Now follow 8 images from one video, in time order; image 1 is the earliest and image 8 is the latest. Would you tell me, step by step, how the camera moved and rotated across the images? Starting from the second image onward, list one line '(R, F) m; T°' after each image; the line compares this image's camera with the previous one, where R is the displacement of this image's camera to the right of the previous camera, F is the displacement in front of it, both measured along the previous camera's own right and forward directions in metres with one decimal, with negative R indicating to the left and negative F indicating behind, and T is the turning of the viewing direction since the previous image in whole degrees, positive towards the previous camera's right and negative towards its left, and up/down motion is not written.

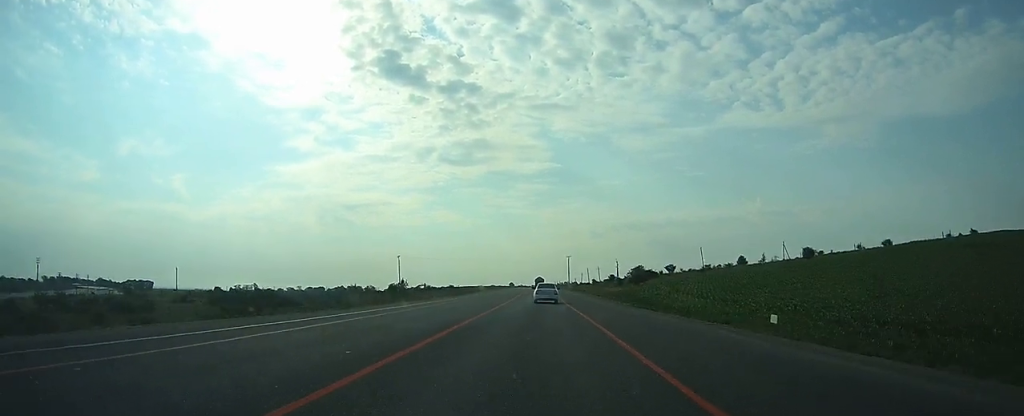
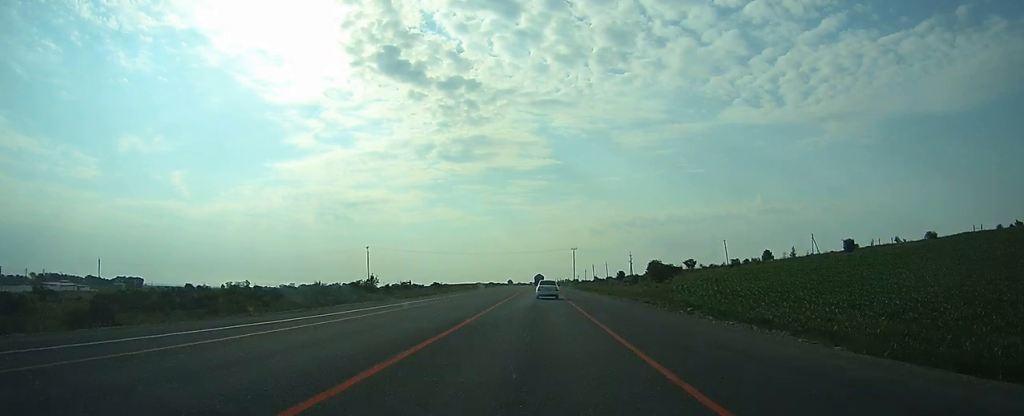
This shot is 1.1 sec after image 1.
(0.0, +29.3) m; 0°
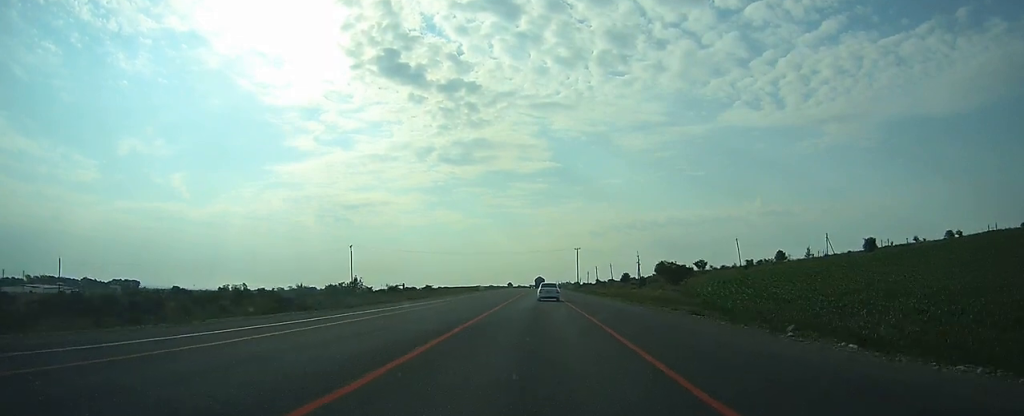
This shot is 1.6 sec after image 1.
(0.0, +12.1) m; 0°
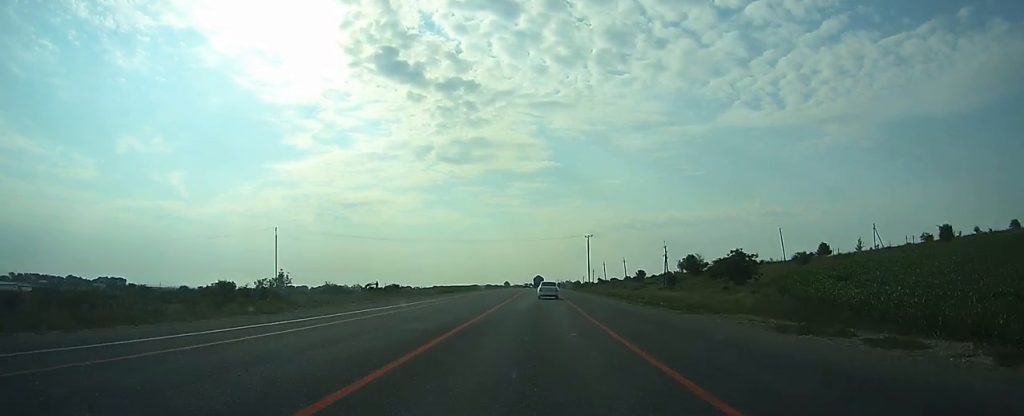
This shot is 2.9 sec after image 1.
(0.0, +34.8) m; 0°
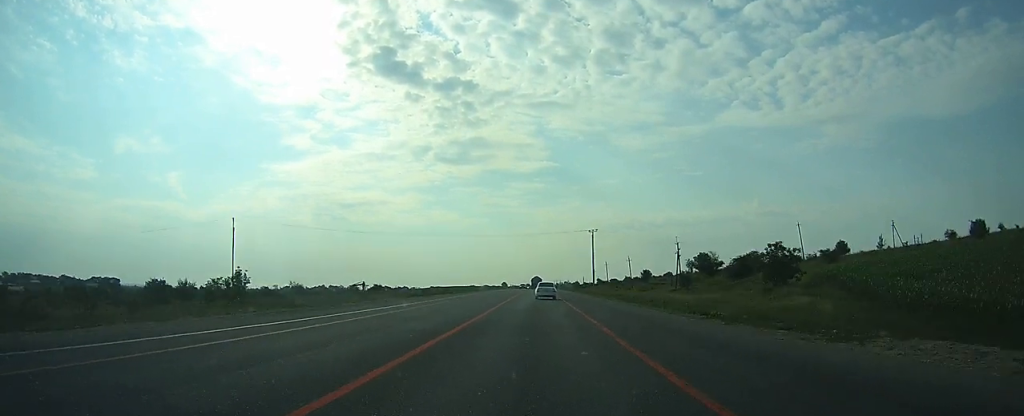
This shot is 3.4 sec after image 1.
(0.0, +12.2) m; 0°
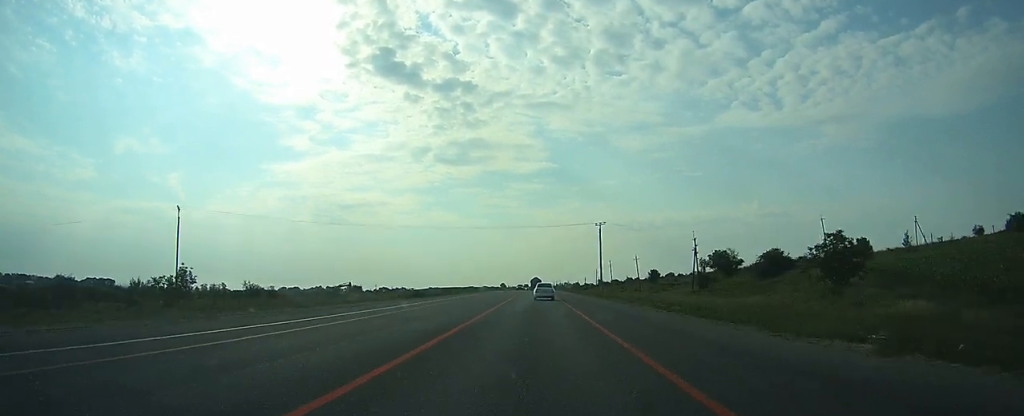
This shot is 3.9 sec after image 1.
(-0.1, +12.3) m; 0°
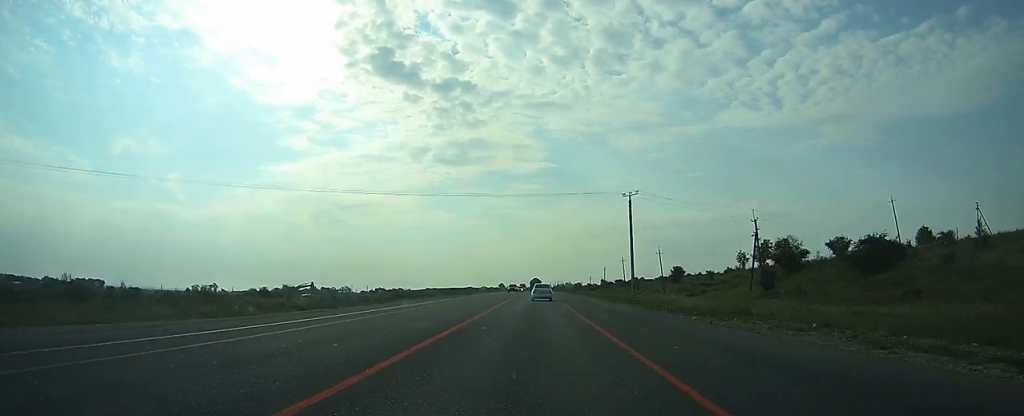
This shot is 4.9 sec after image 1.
(-0.1, +27.4) m; 0°
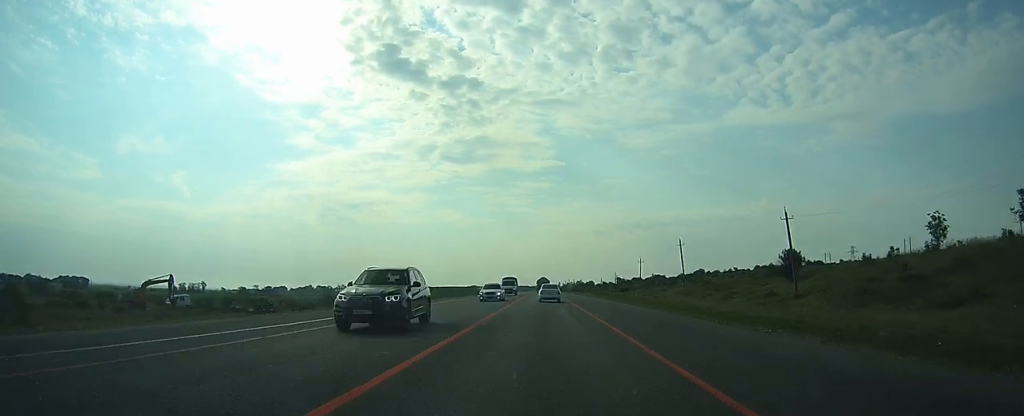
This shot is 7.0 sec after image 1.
(0.0, +57.2) m; 0°
